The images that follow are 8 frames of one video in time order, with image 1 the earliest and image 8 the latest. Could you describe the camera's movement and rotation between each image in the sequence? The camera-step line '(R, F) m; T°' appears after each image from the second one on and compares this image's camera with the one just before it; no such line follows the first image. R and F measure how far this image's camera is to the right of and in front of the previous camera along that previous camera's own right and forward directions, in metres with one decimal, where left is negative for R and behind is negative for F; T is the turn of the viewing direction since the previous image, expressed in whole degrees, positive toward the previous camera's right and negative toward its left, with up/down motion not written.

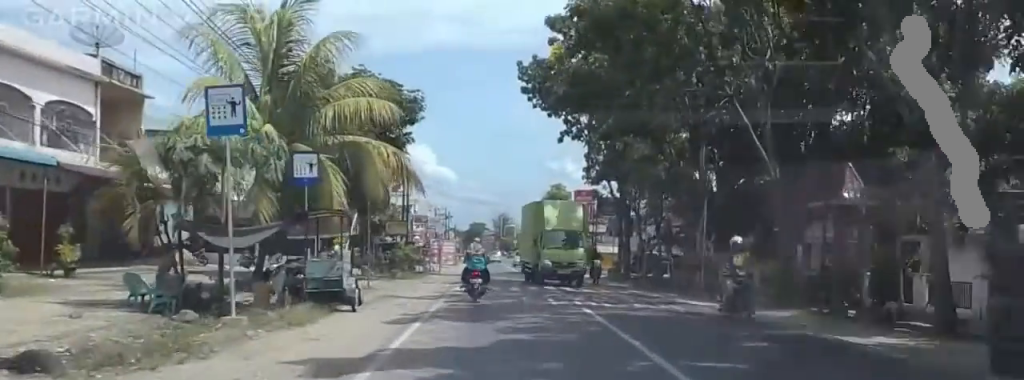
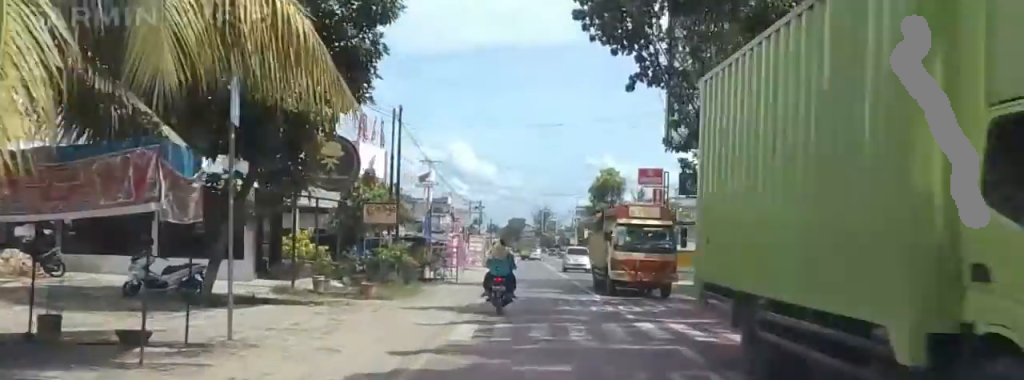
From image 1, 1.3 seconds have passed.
(+0.4, +18.8) m; 0°
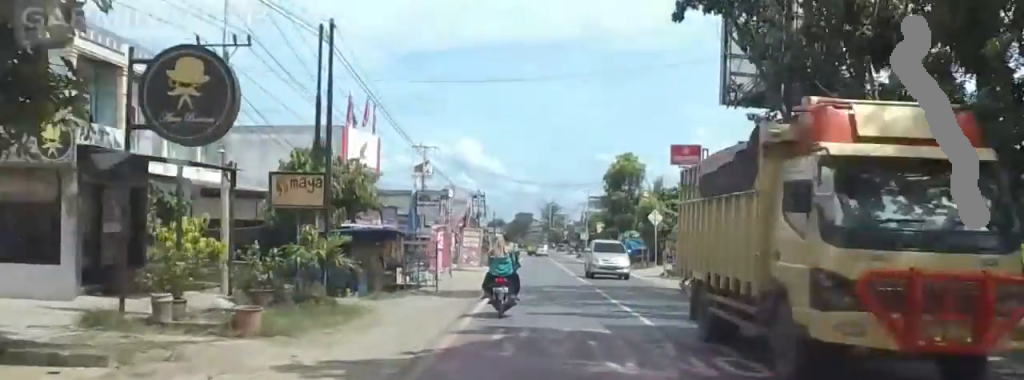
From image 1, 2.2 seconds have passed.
(-0.1, +12.1) m; -3°
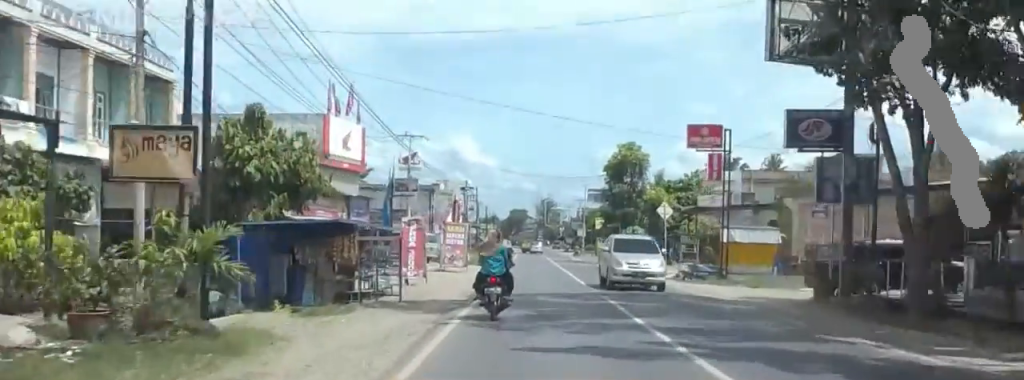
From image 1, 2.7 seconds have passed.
(-0.6, +7.5) m; 0°
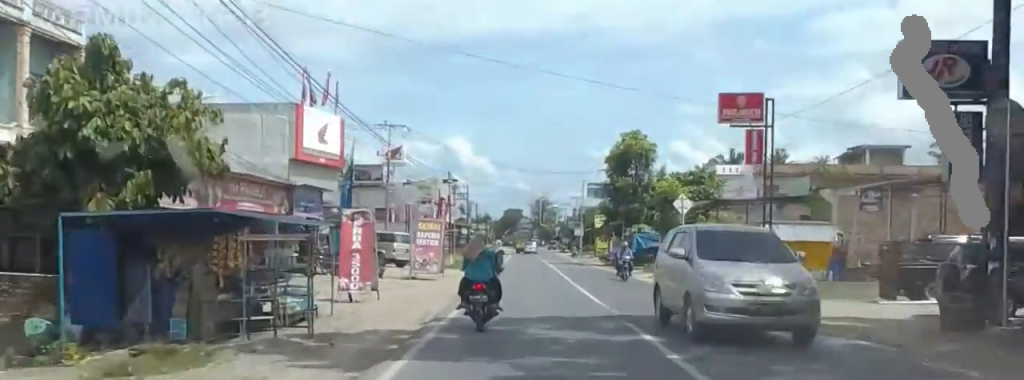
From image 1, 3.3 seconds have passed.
(0.0, +9.3) m; +2°
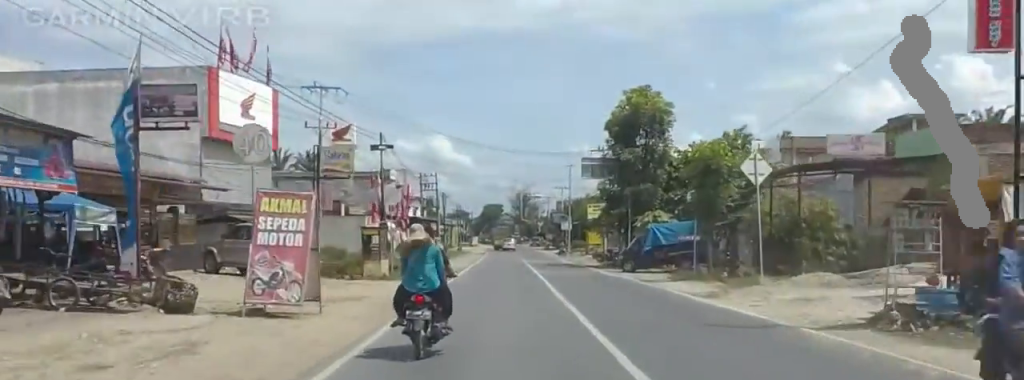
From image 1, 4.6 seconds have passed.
(+1.1, +19.6) m; +2°
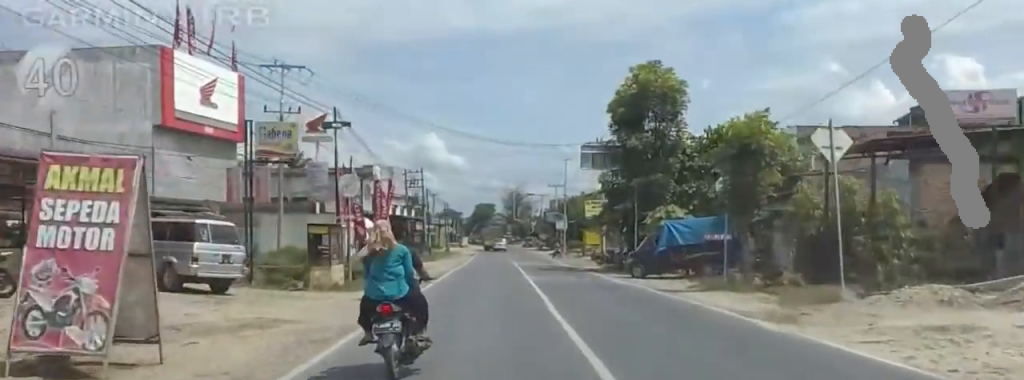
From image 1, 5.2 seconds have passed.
(0.0, +7.7) m; -1°
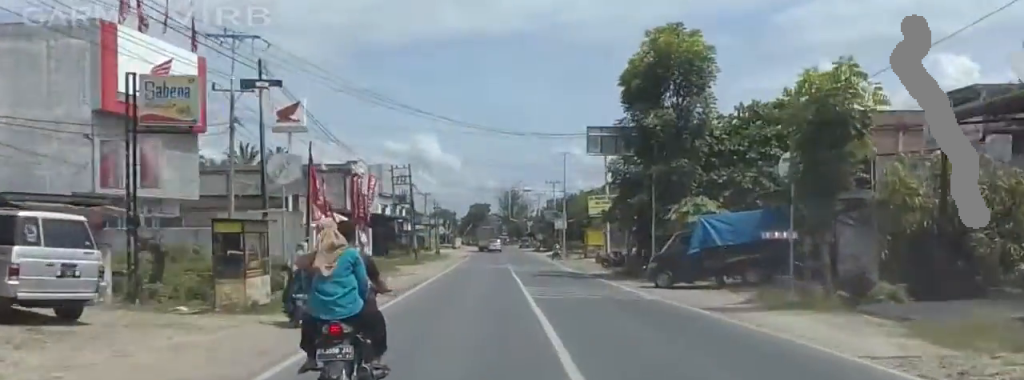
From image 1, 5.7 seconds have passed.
(-0.3, +8.3) m; -1°
